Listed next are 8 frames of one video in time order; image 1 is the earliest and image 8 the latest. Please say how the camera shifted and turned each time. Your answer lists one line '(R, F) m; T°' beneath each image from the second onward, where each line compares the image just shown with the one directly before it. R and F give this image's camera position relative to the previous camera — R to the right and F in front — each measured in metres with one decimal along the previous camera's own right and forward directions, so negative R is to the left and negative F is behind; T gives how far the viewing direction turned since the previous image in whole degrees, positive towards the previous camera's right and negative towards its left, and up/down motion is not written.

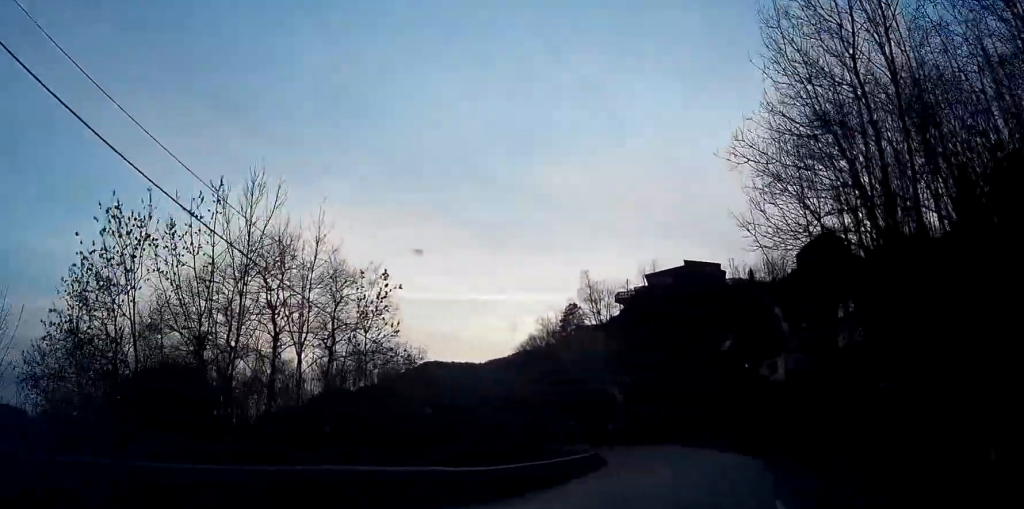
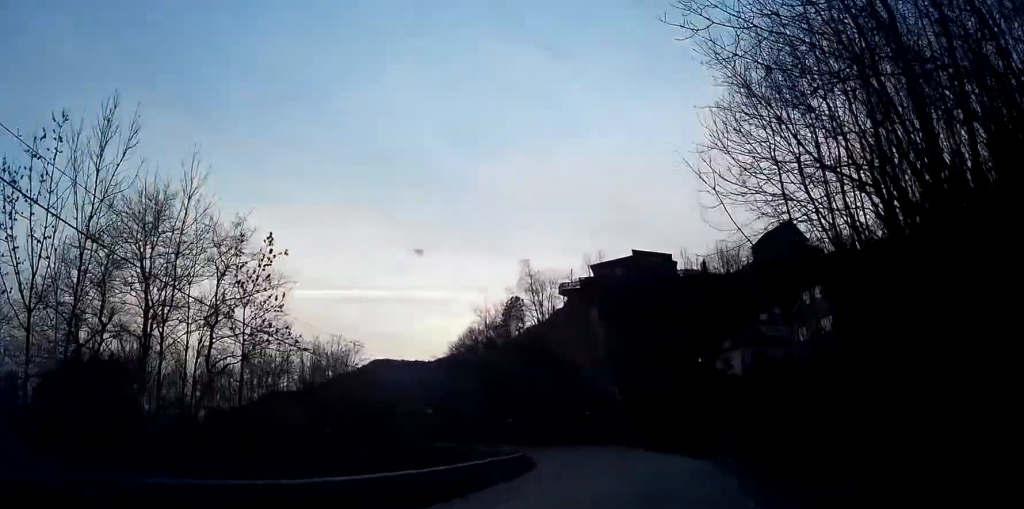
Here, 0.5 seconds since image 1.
(+0.6, +7.0) m; +3°
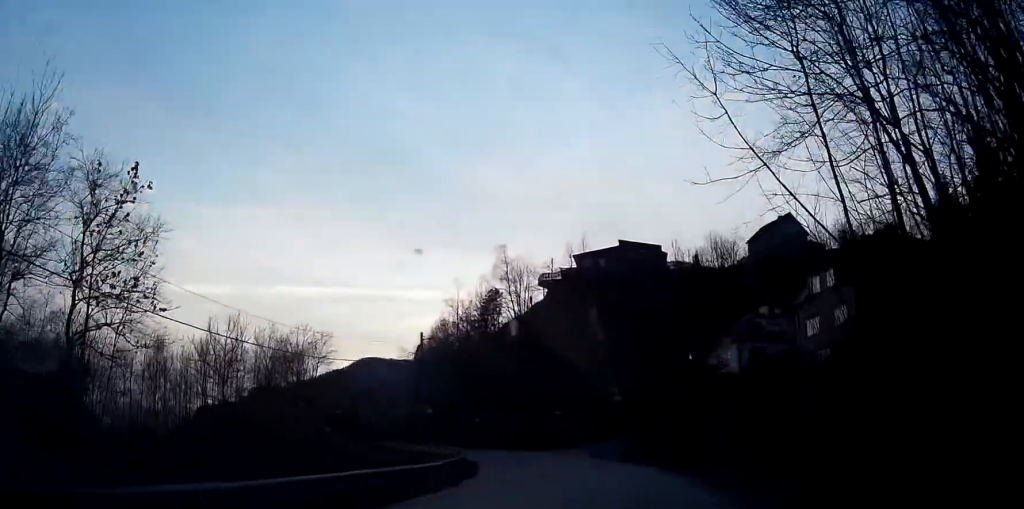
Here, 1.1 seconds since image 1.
(+0.4, +8.9) m; +2°
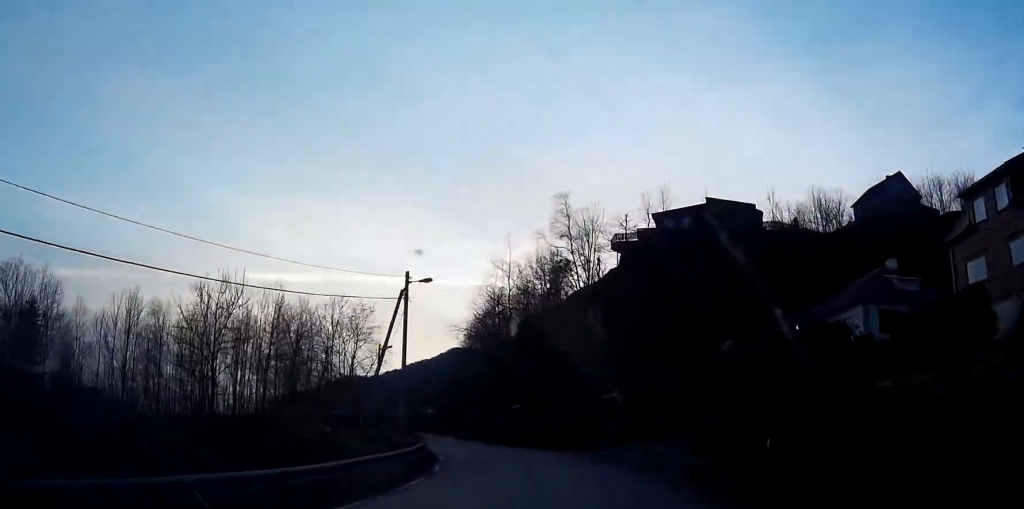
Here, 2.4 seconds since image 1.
(-0.6, +17.7) m; -7°
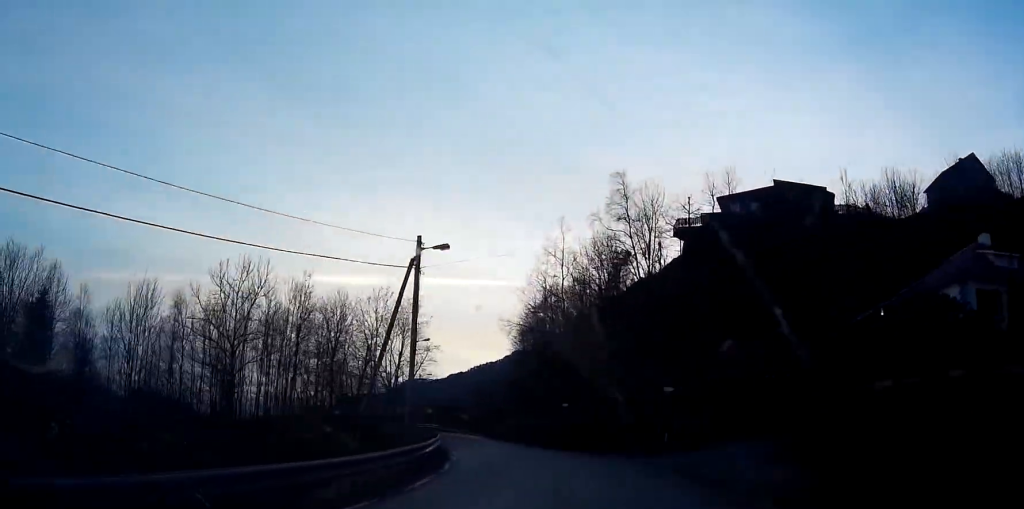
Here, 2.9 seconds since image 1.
(+0.1, +6.9) m; -5°
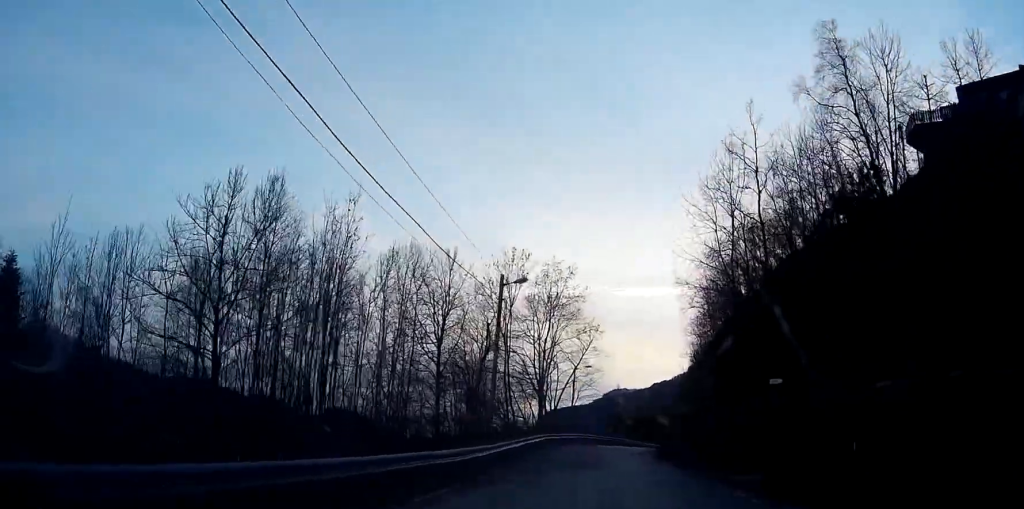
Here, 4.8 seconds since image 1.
(-4.3, +26.6) m; -14°
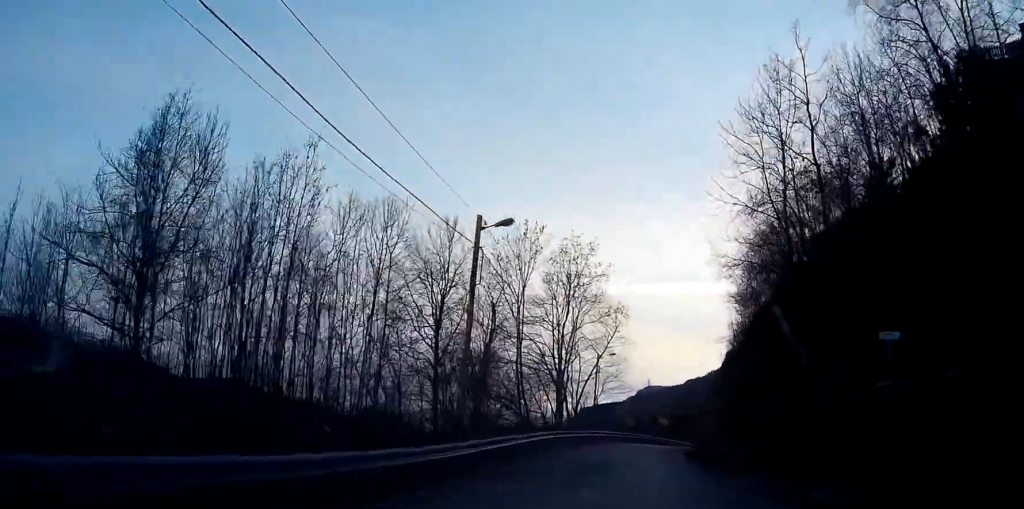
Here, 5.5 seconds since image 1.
(-0.1, +9.0) m; -1°
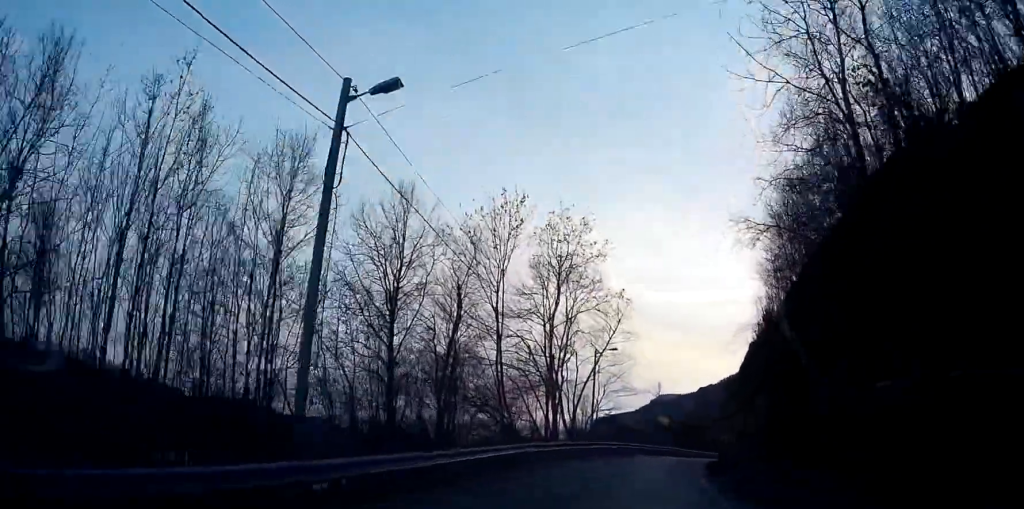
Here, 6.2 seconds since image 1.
(-0.1, +10.9) m; 0°
